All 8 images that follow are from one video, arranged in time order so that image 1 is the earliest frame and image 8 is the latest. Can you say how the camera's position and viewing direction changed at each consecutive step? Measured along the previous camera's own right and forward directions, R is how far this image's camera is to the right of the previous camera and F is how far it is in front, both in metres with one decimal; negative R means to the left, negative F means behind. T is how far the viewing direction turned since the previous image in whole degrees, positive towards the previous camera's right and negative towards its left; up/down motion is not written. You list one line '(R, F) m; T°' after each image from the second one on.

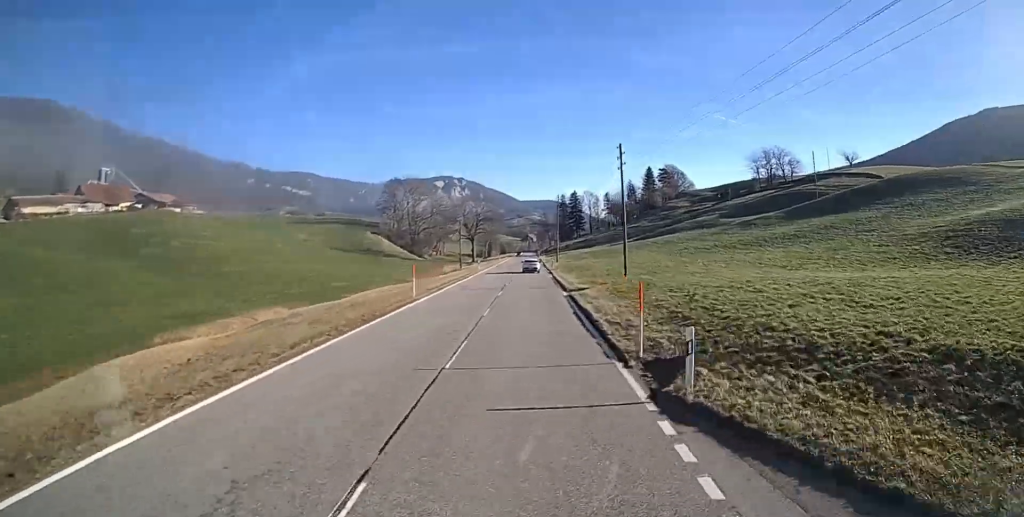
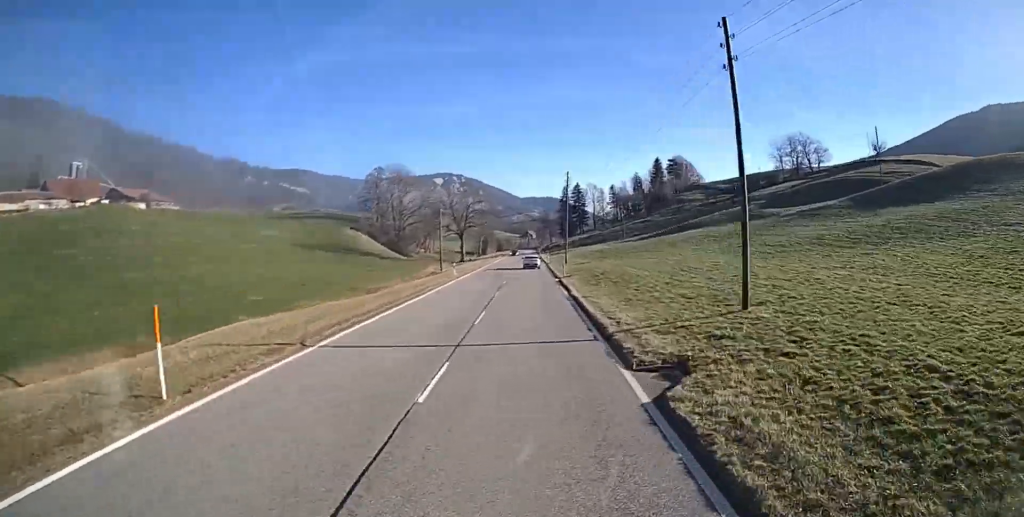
(0.0, +20.4) m; 0°
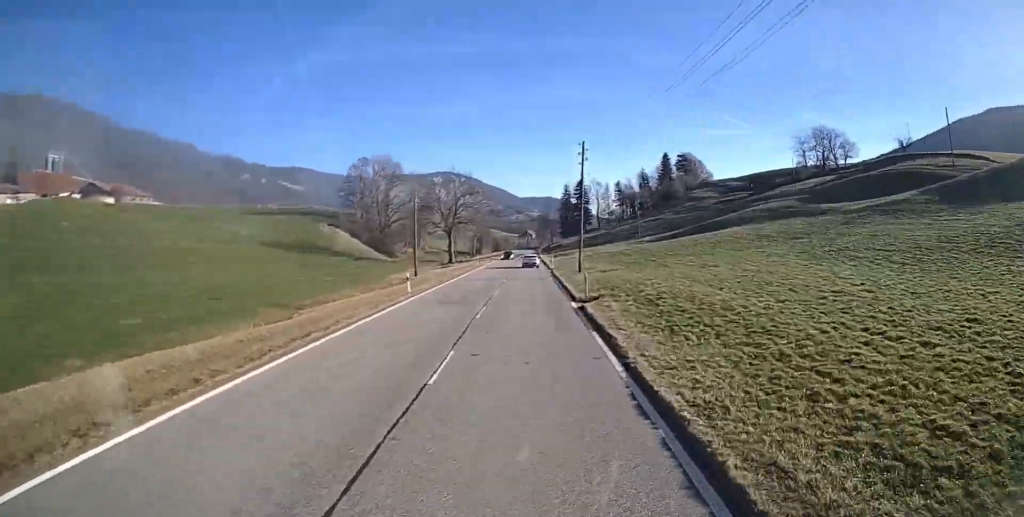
(0.0, +16.5) m; 0°
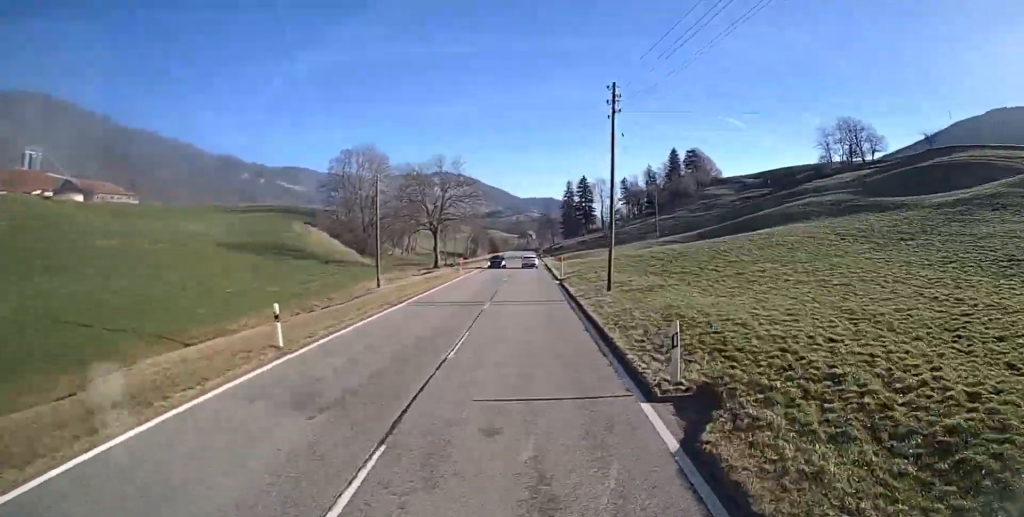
(0.0, +15.0) m; 0°
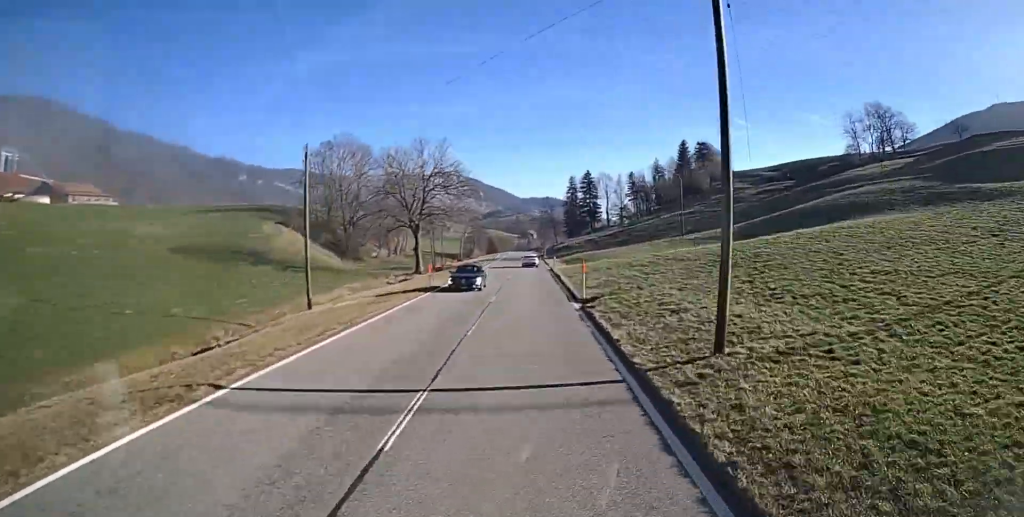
(0.0, +14.8) m; 0°
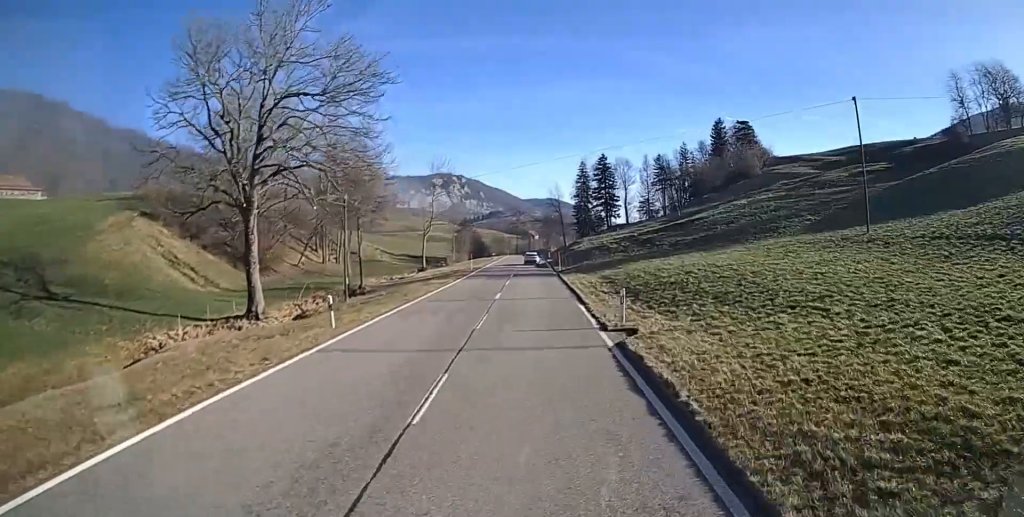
(0.0, +43.1) m; 0°
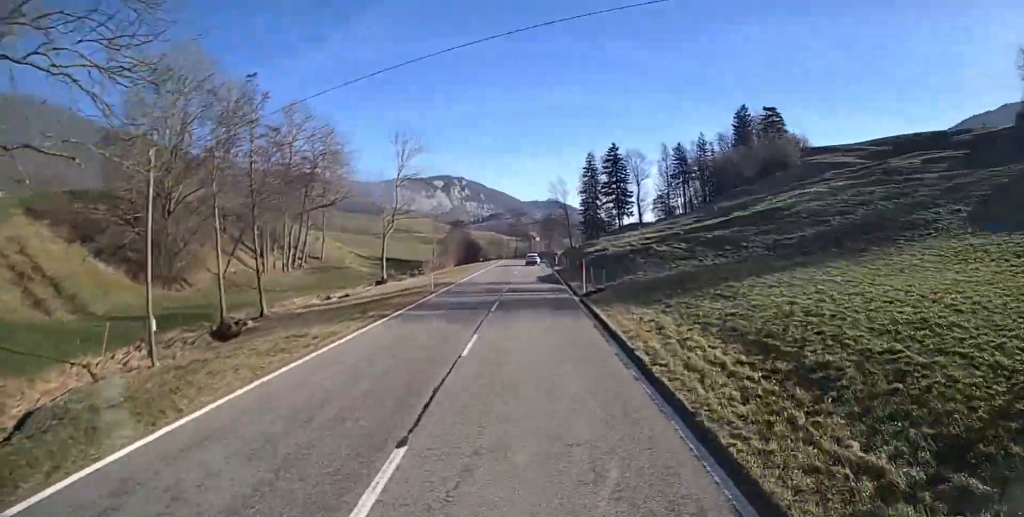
(0.0, +21.7) m; 0°
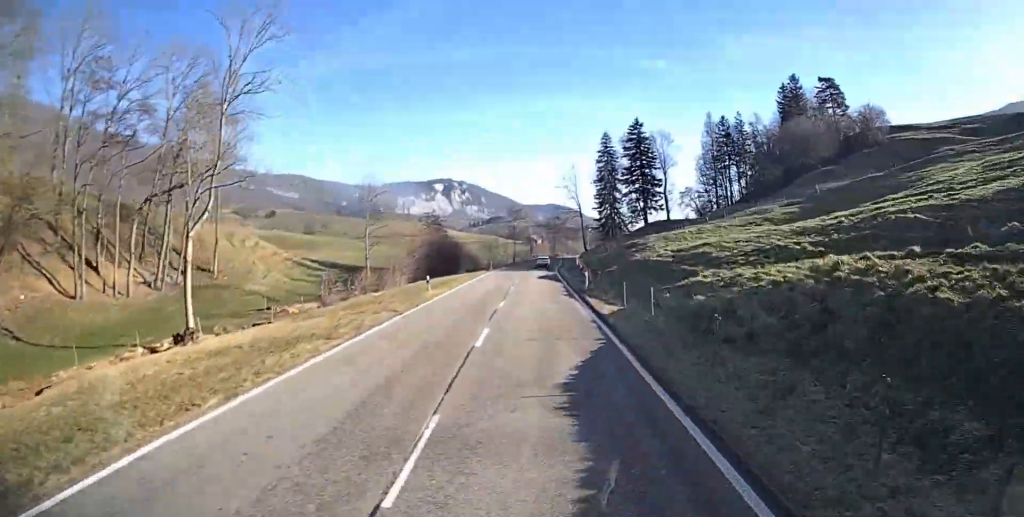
(0.0, +34.4) m; 0°
